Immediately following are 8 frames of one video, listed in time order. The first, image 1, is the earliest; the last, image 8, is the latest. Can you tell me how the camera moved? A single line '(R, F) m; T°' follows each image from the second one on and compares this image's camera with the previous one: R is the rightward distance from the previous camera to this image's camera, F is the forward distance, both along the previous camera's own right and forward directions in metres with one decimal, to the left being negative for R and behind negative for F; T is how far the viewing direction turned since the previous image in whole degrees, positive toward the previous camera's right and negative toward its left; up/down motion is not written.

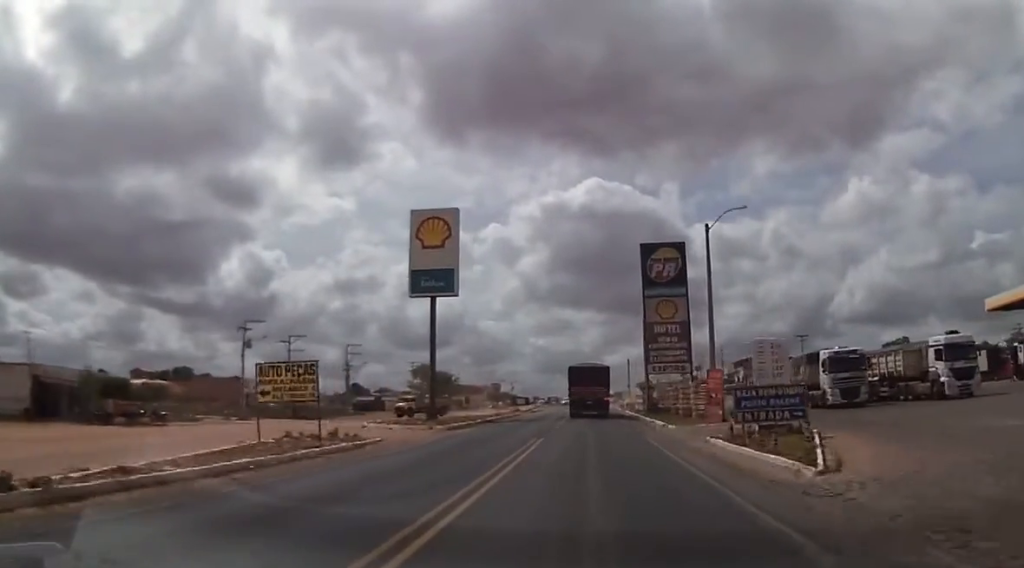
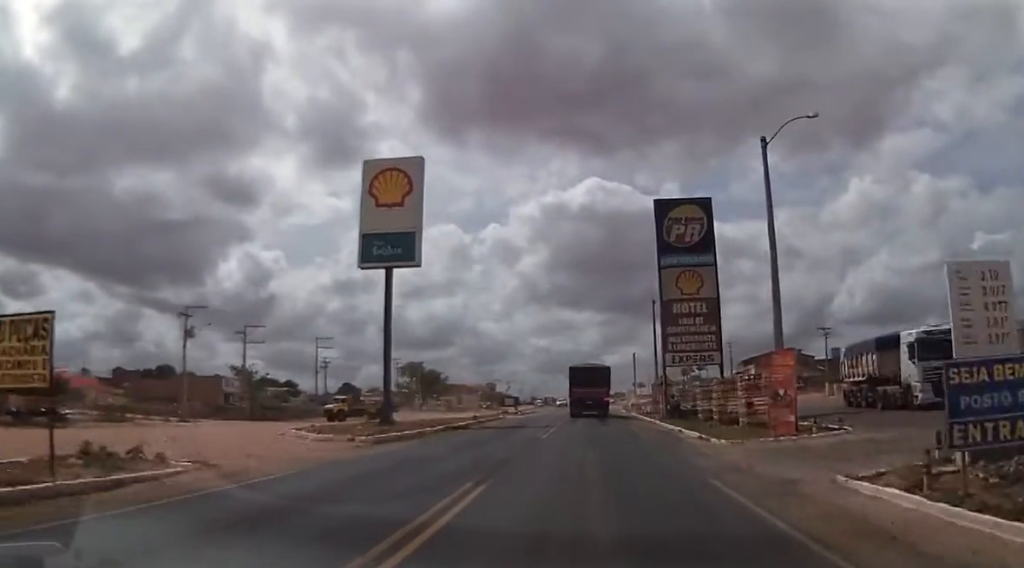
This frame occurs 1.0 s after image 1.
(-0.7, +12.9) m; +1°
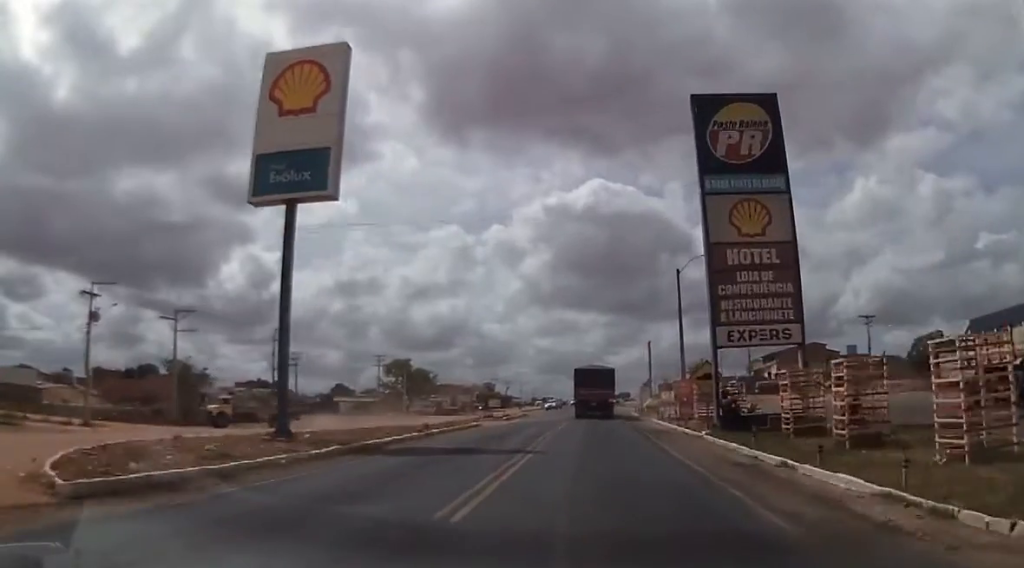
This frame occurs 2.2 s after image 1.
(+0.9, +16.1) m; +1°
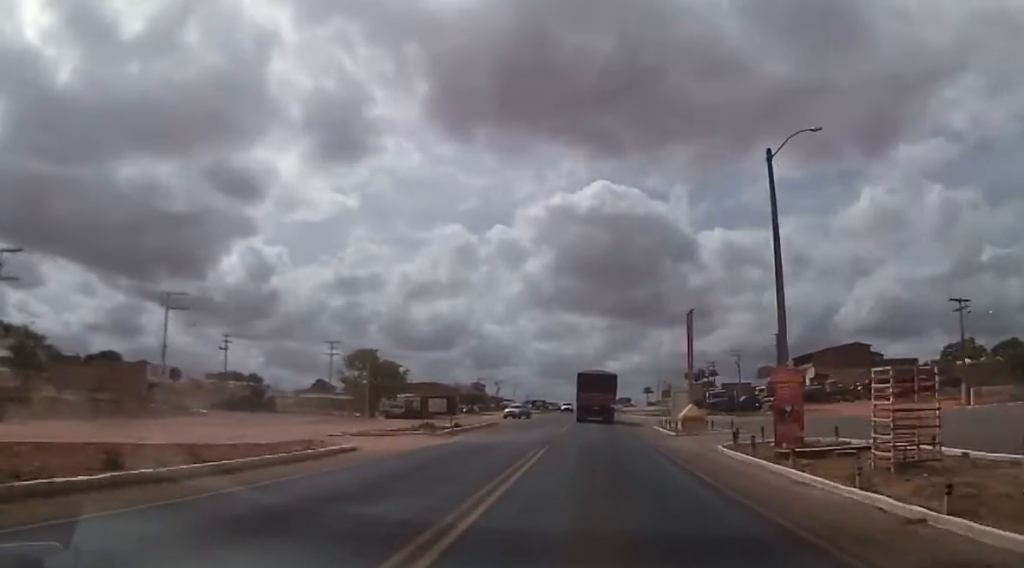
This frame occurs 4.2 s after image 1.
(-1.1, +23.7) m; -2°
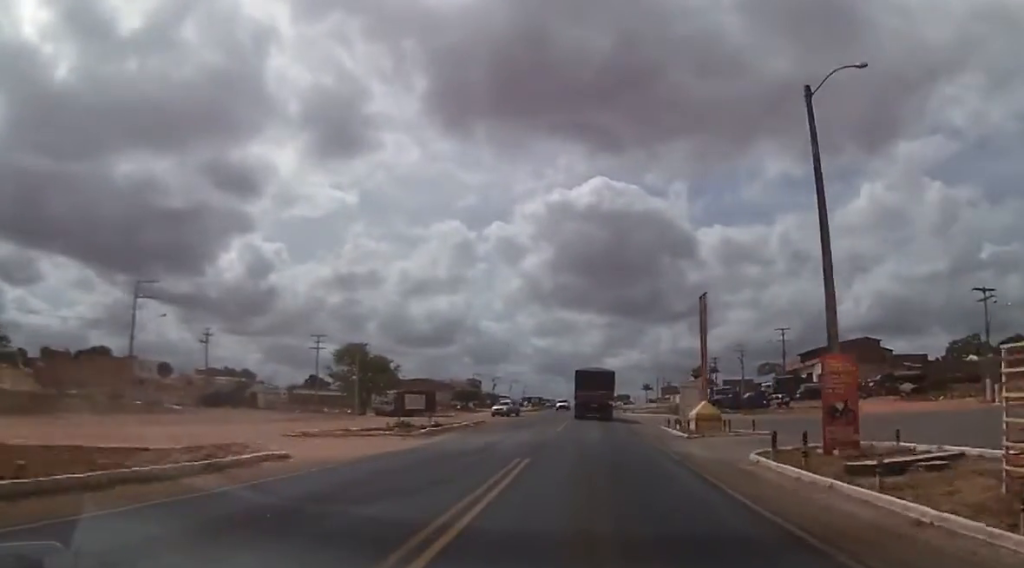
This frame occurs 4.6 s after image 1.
(0.0, +4.8) m; +1°
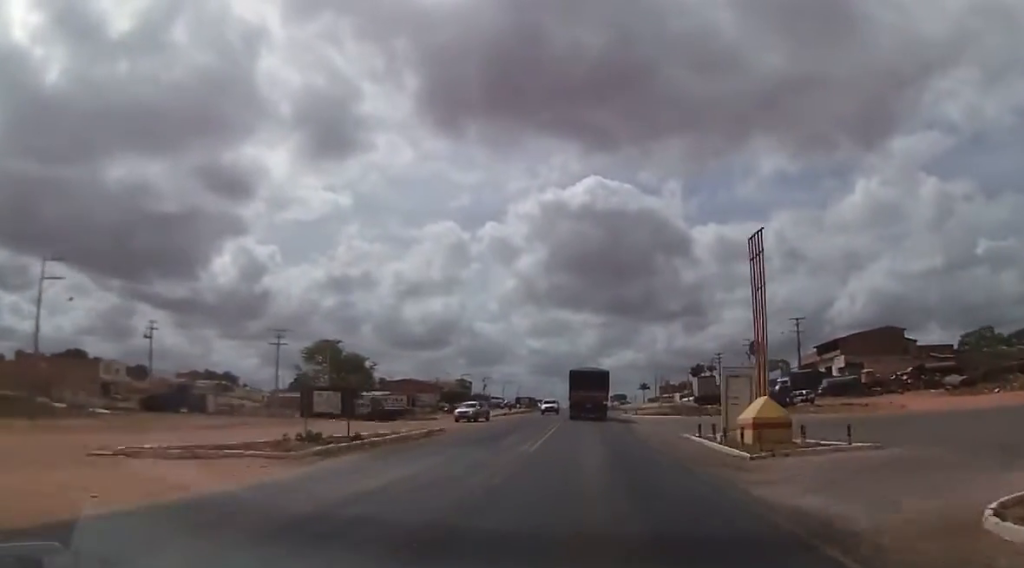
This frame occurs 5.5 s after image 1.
(+0.3, +11.3) m; +1°
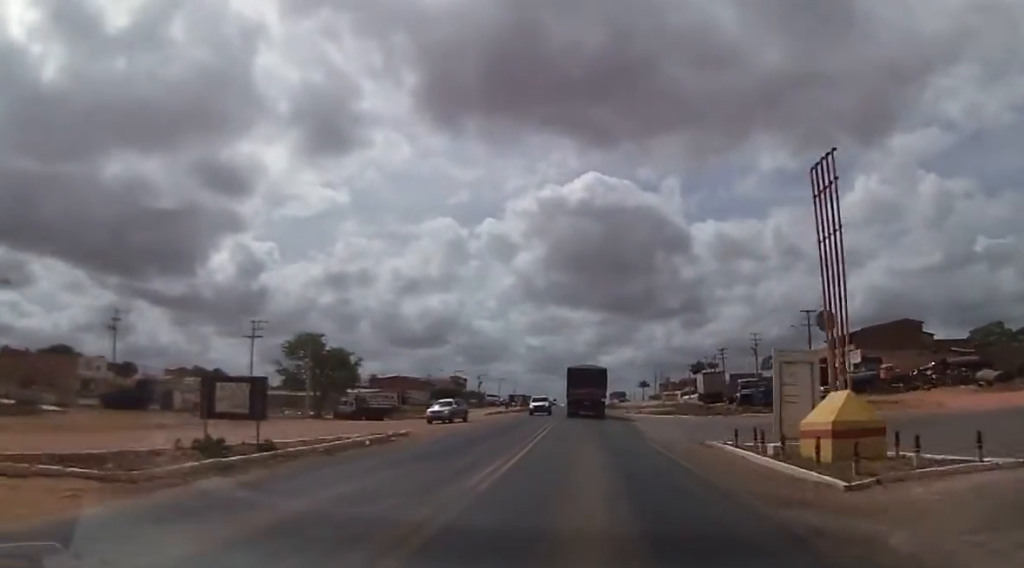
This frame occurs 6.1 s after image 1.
(+0.3, +6.5) m; 0°
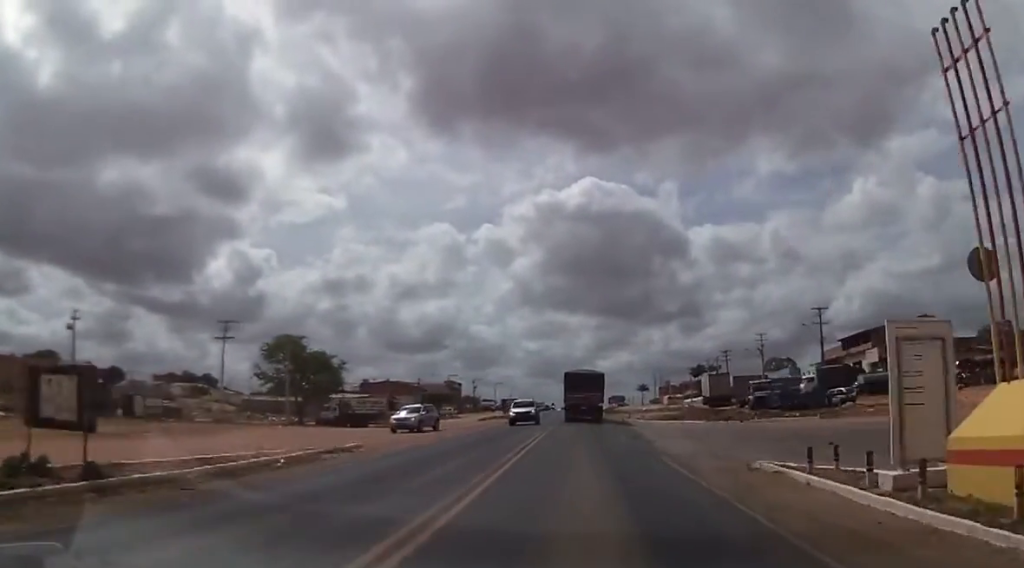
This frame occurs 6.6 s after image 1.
(-0.4, +6.5) m; -2°
